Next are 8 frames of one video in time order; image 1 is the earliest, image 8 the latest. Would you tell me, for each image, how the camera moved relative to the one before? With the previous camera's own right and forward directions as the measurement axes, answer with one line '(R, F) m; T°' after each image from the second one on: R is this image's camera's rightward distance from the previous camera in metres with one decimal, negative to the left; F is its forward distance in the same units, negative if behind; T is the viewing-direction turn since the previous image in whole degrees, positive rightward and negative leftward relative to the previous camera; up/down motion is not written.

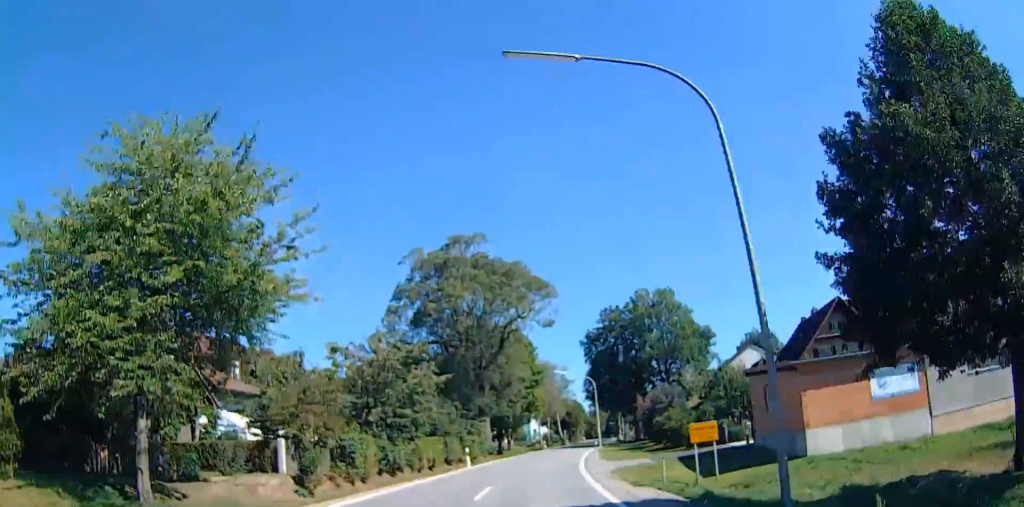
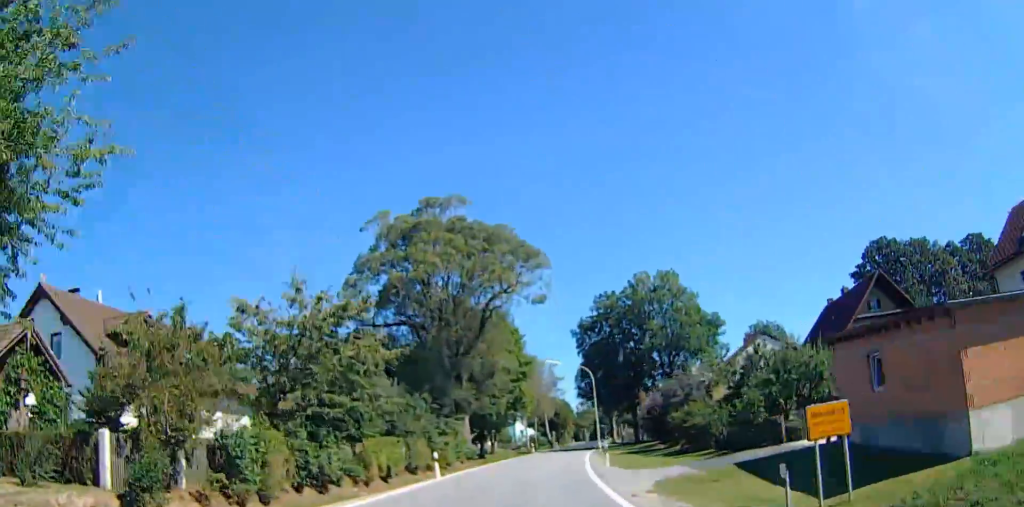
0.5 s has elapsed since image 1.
(0.0, +9.9) m; 0°
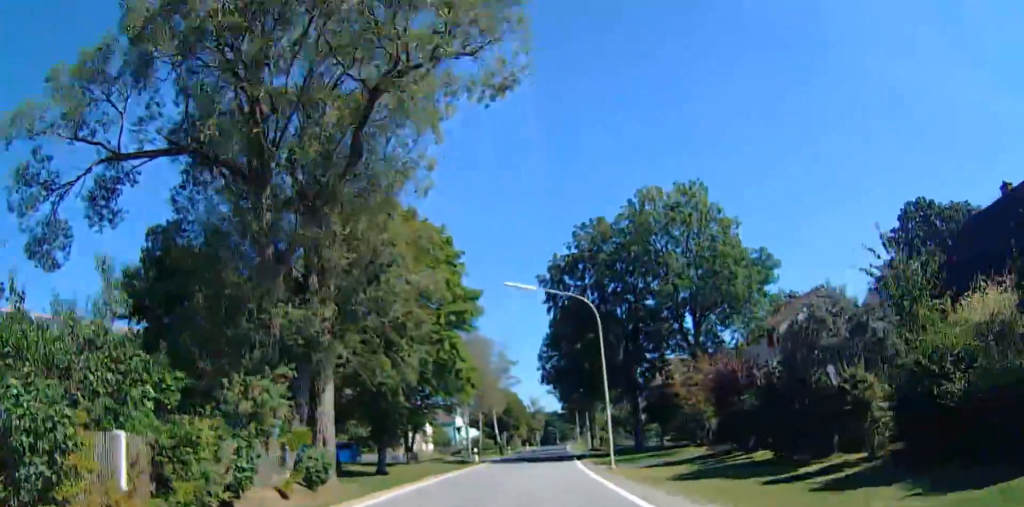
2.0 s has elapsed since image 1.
(0.0, +29.1) m; 0°
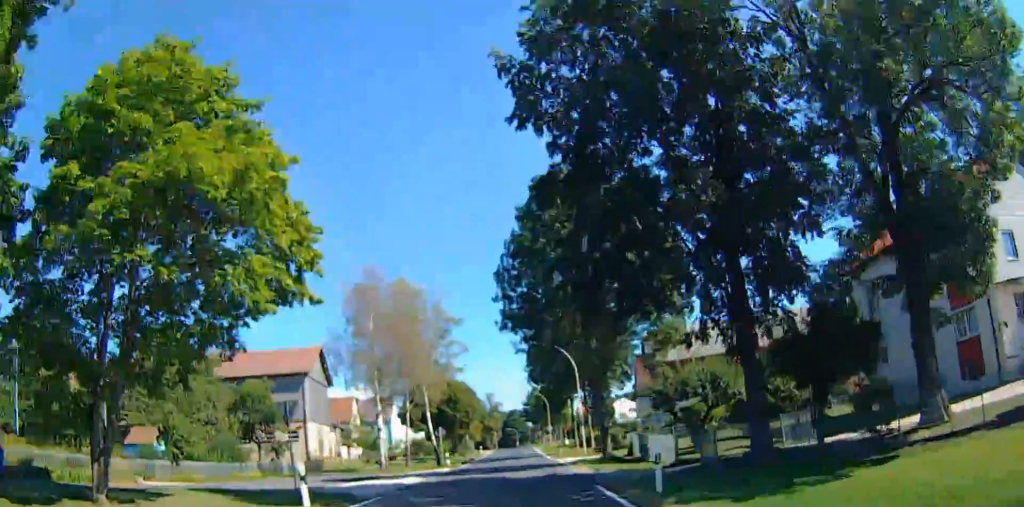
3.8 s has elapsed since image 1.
(+2.5, +32.2) m; +11°
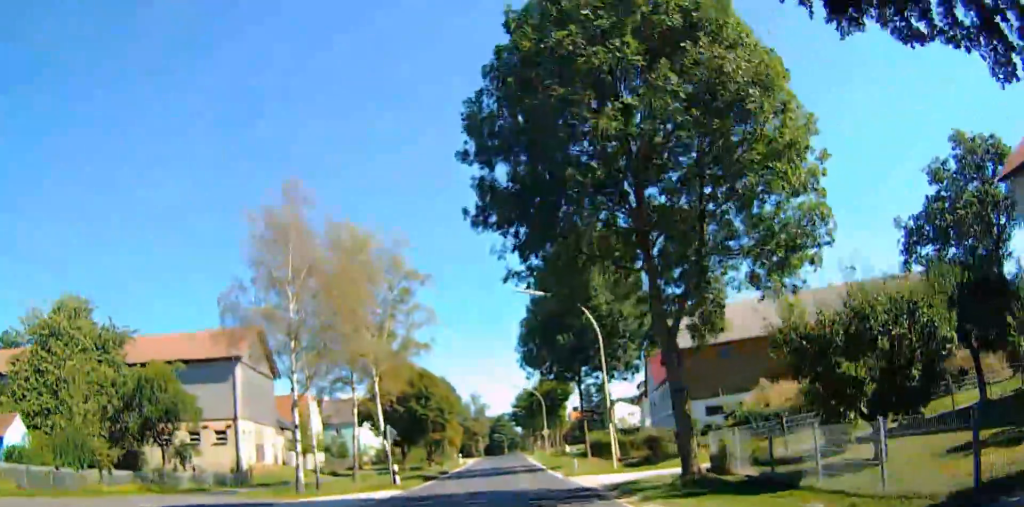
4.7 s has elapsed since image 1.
(+1.0, +17.0) m; +2°
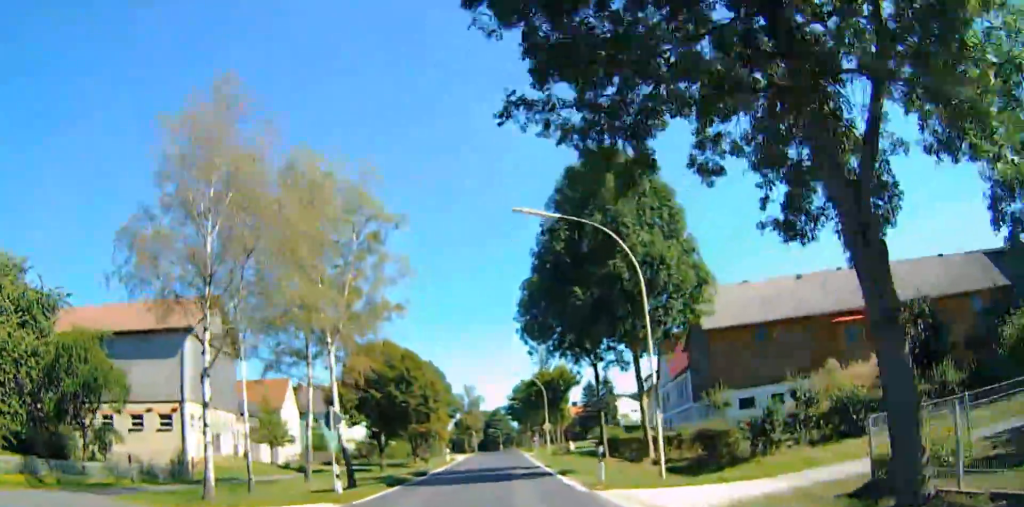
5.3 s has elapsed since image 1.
(-0.3, +9.8) m; -1°
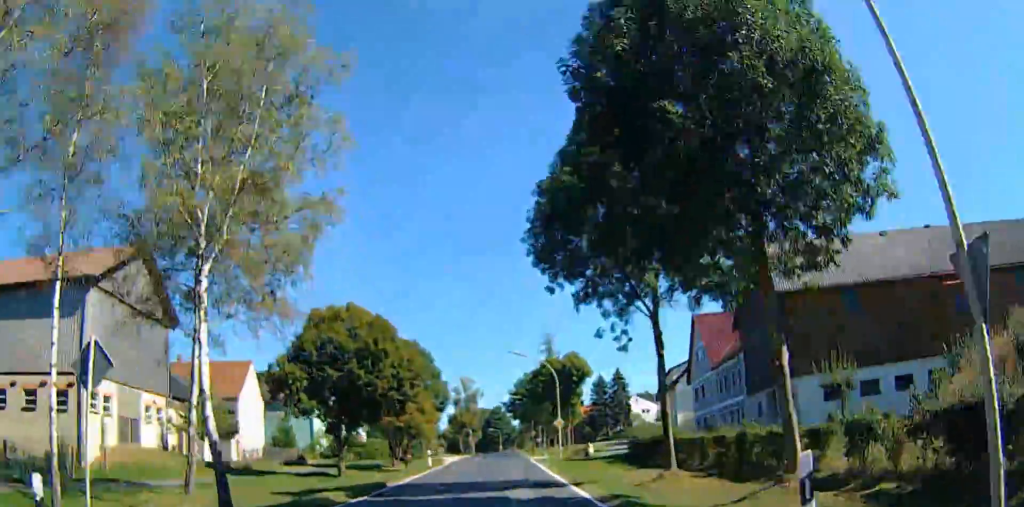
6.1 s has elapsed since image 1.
(0.0, +13.9) m; +2°
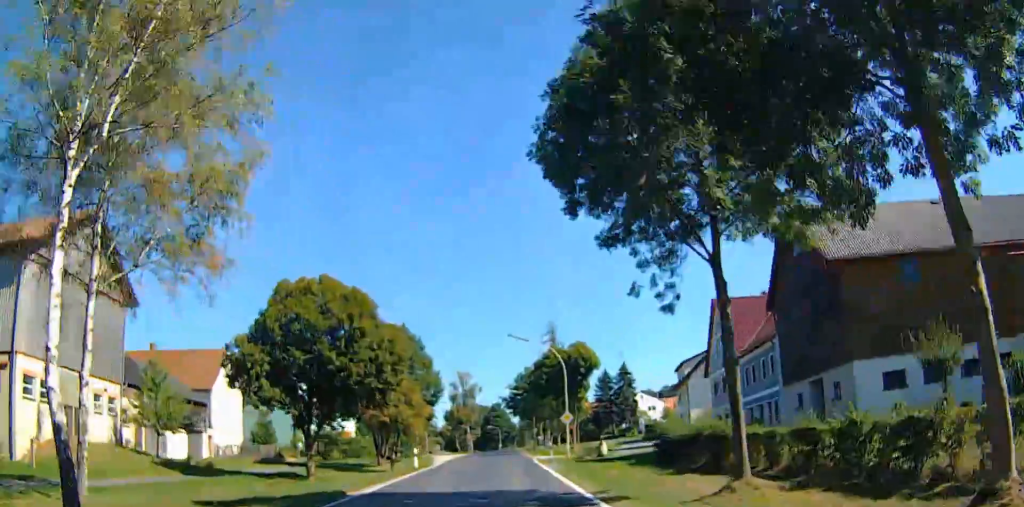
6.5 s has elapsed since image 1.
(+0.1, +6.5) m; +1°
